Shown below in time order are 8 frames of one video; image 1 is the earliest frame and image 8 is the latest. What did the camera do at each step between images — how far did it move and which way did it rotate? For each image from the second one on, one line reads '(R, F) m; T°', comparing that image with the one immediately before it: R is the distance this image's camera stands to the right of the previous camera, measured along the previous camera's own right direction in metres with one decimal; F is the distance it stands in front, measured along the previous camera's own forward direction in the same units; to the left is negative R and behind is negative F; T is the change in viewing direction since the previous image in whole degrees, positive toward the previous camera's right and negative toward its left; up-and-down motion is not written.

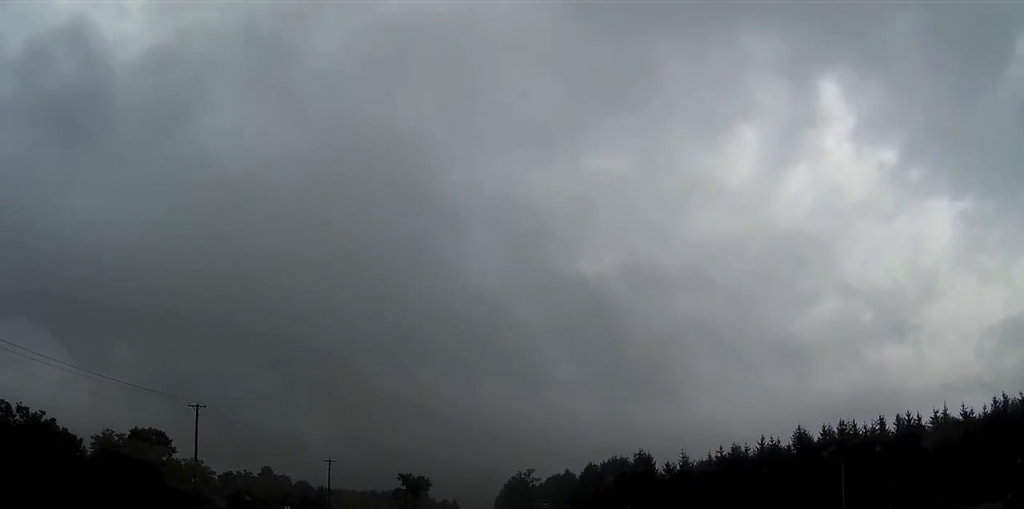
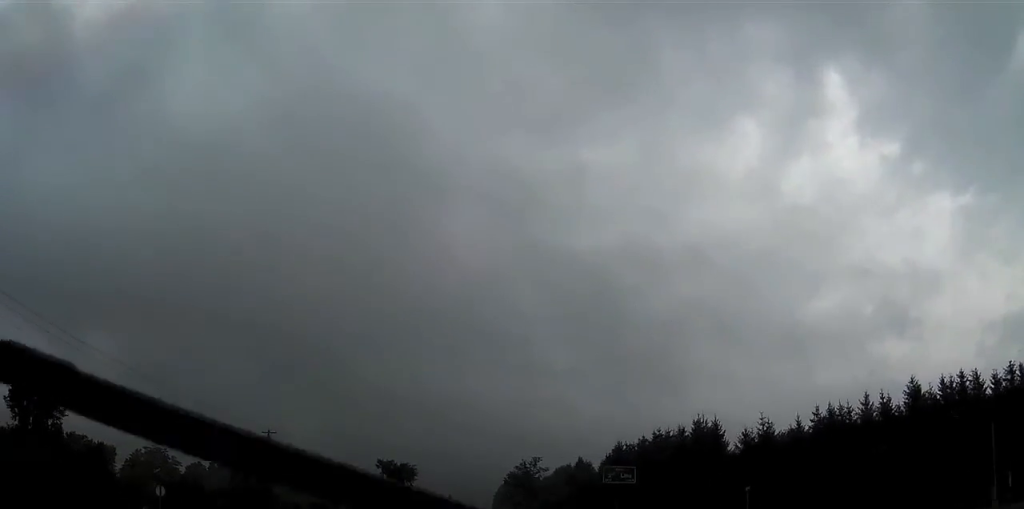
(0.0, +35.5) m; 0°
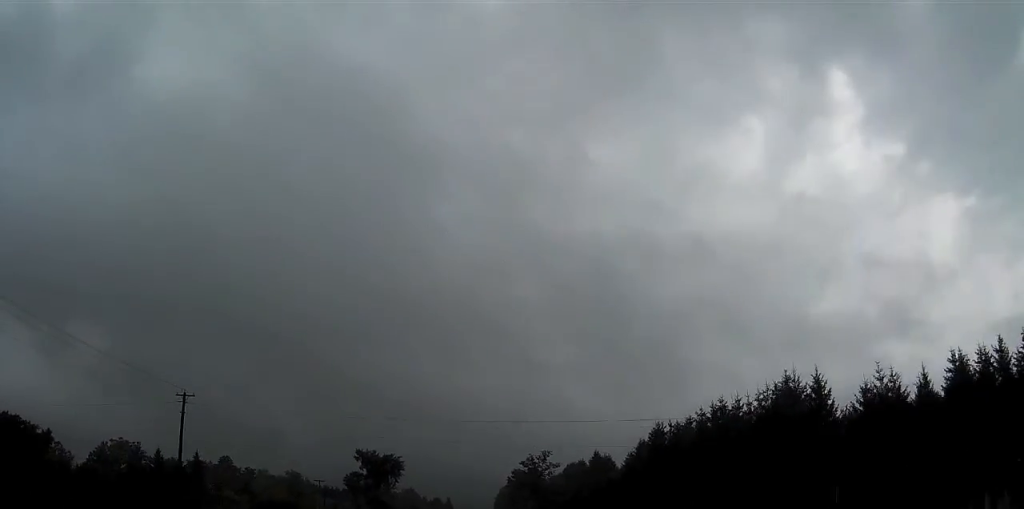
(0.0, +27.1) m; 0°
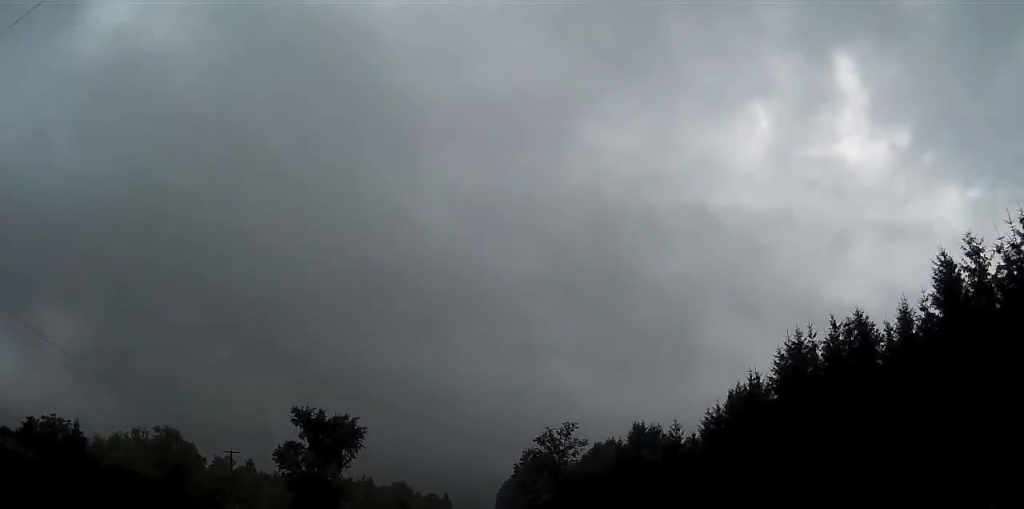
(-0.1, +44.2) m; 0°
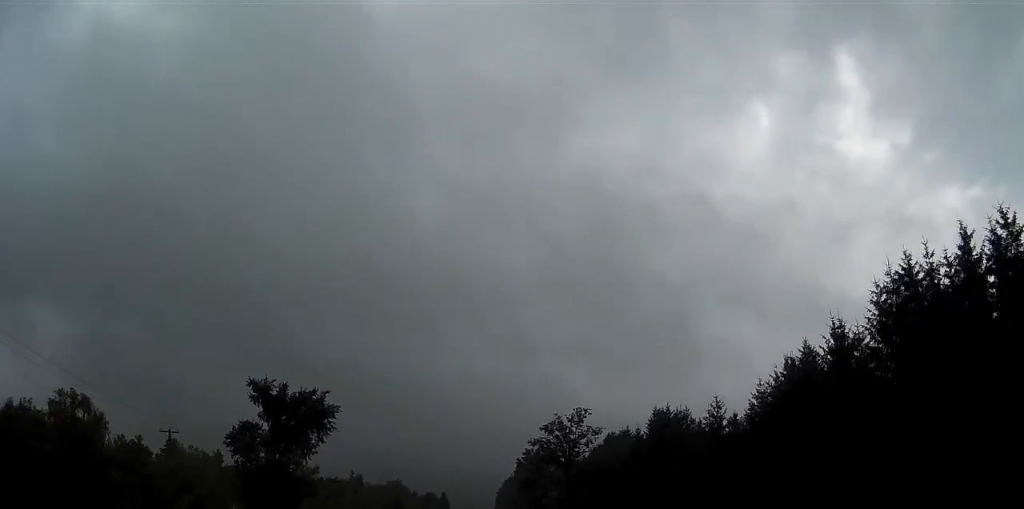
(-0.1, +16.2) m; 0°
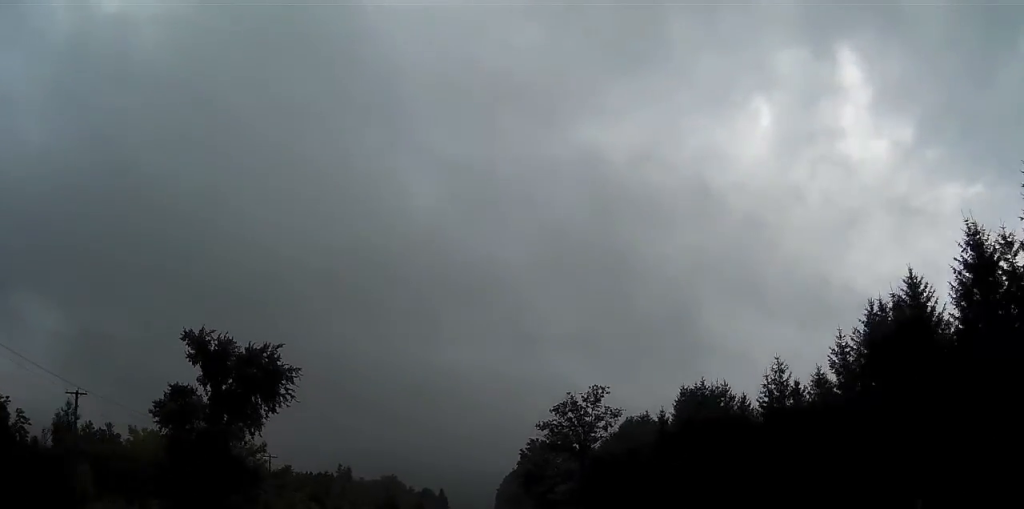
(0.0, +16.2) m; 0°
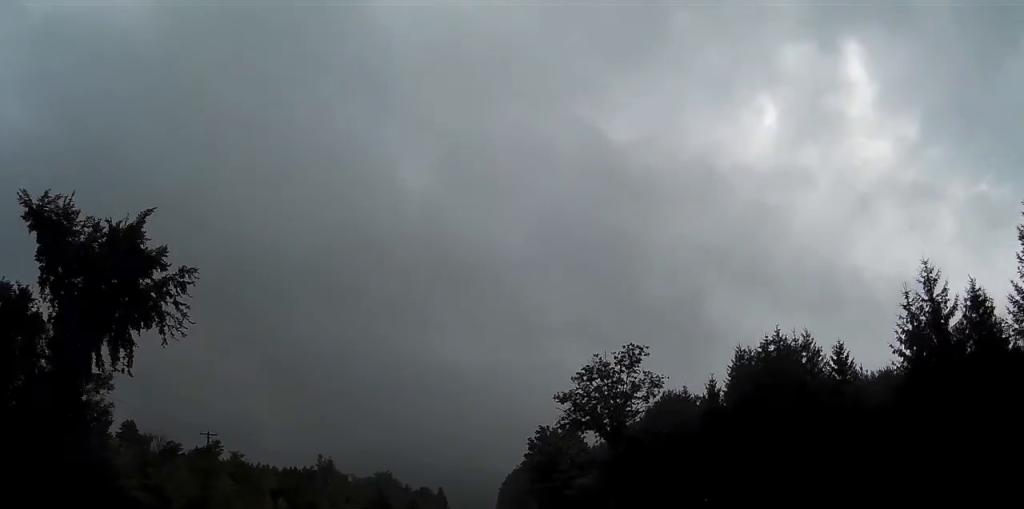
(-0.1, +22.3) m; 0°
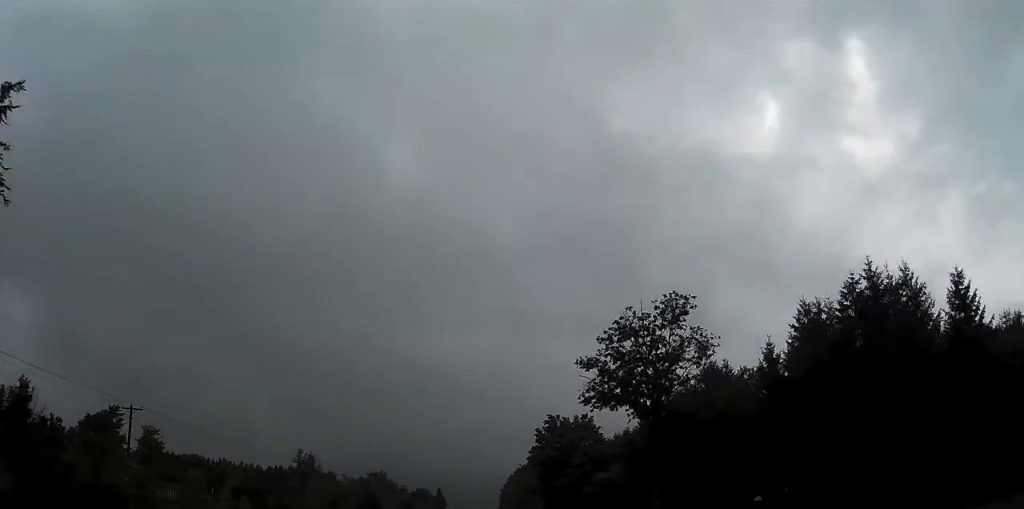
(0.0, +17.2) m; 0°
